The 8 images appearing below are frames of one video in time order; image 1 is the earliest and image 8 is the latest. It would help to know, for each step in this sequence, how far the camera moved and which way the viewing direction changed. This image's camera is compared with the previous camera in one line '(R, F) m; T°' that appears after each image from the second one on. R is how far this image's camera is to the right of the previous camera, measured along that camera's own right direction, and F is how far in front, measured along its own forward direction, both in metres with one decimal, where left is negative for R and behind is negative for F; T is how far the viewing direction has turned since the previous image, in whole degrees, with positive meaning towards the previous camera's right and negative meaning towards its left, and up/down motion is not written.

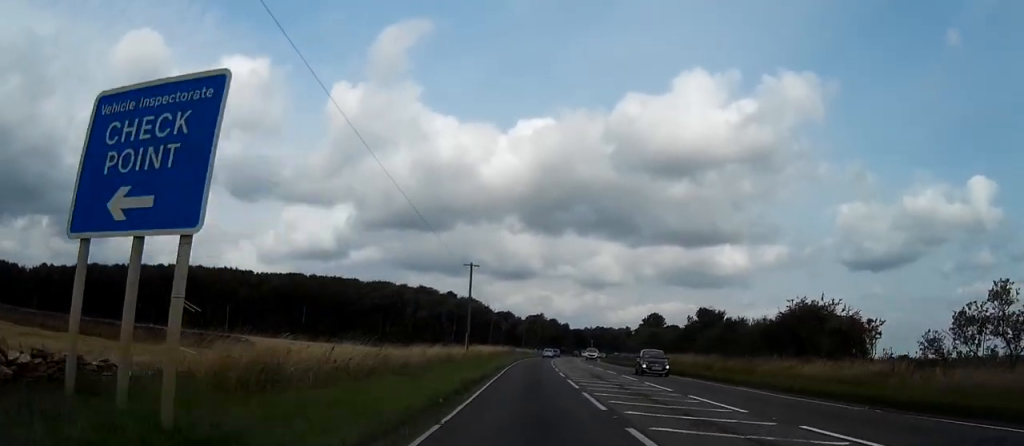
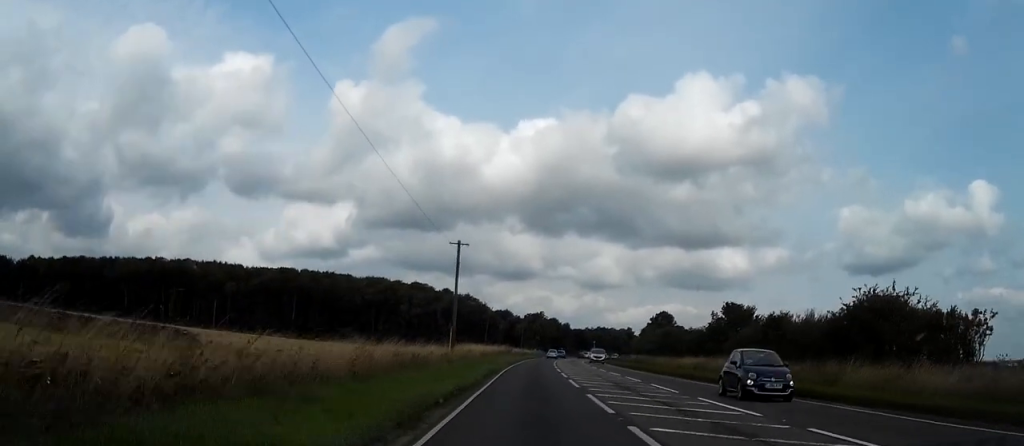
(-0.1, +9.4) m; 0°
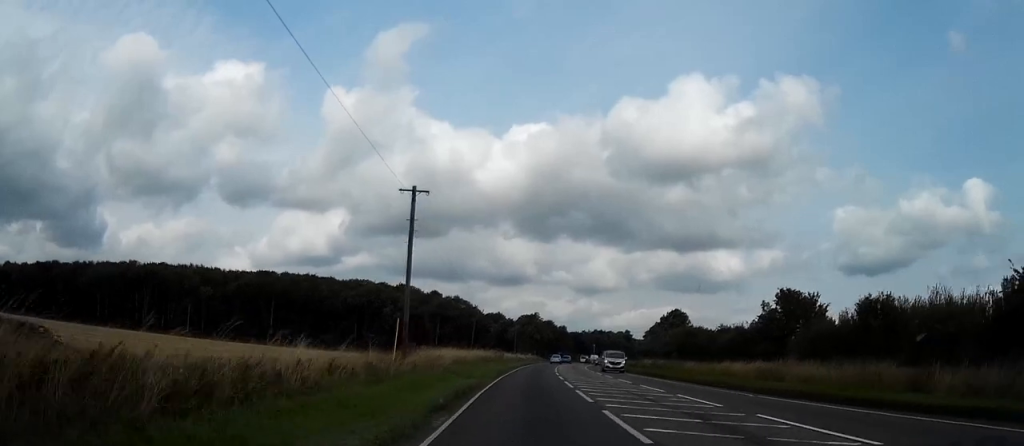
(+0.5, +14.4) m; +2°
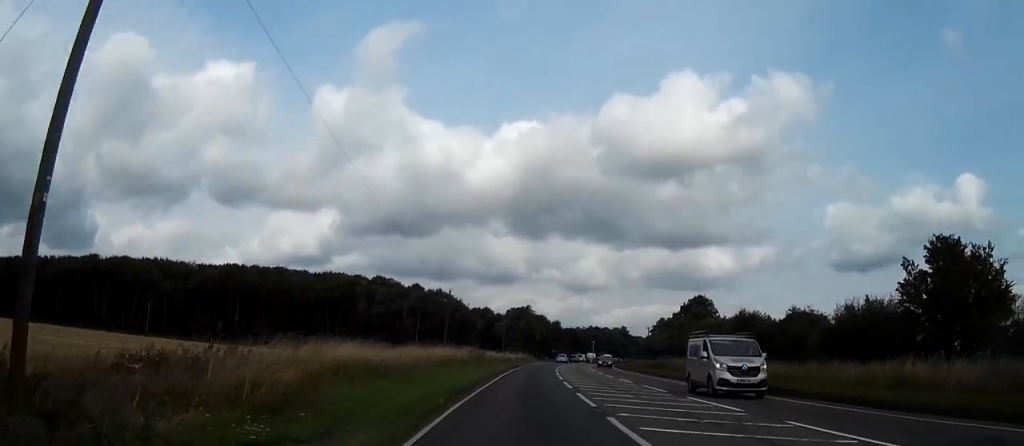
(0.0, +19.6) m; 0°
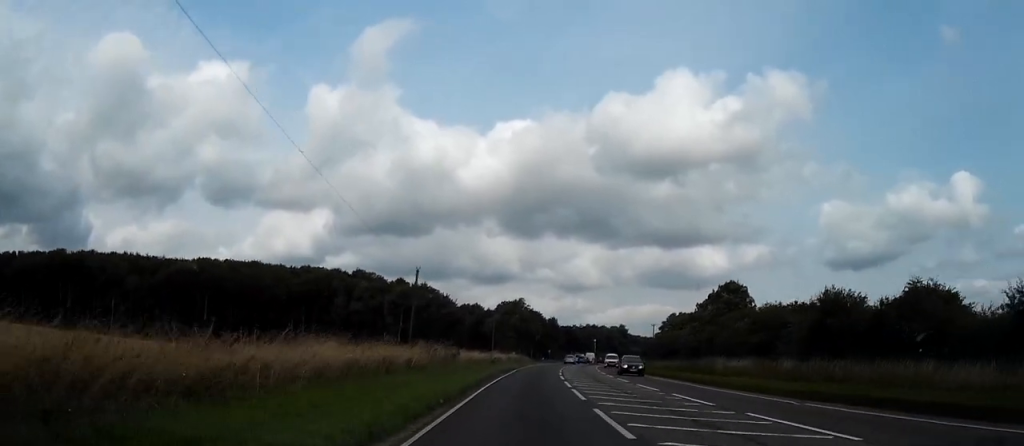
(+0.1, +16.0) m; 0°
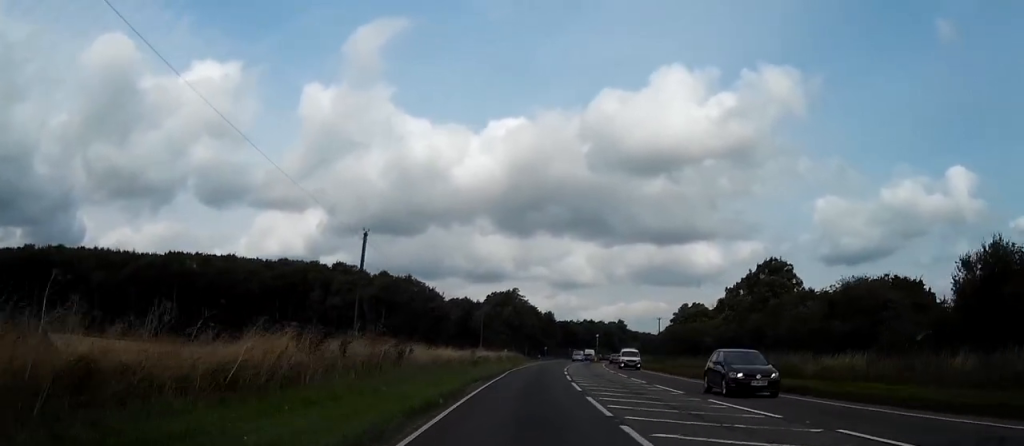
(0.0, +14.2) m; 0°
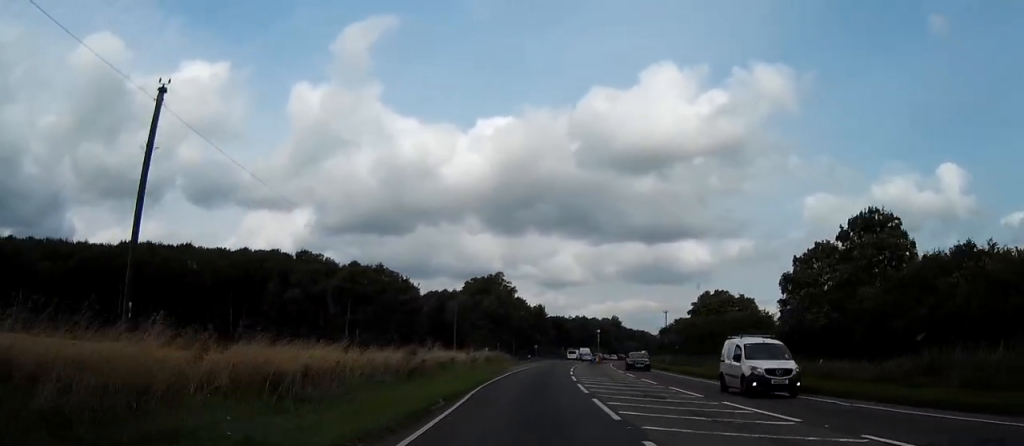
(0.0, +19.5) m; 0°
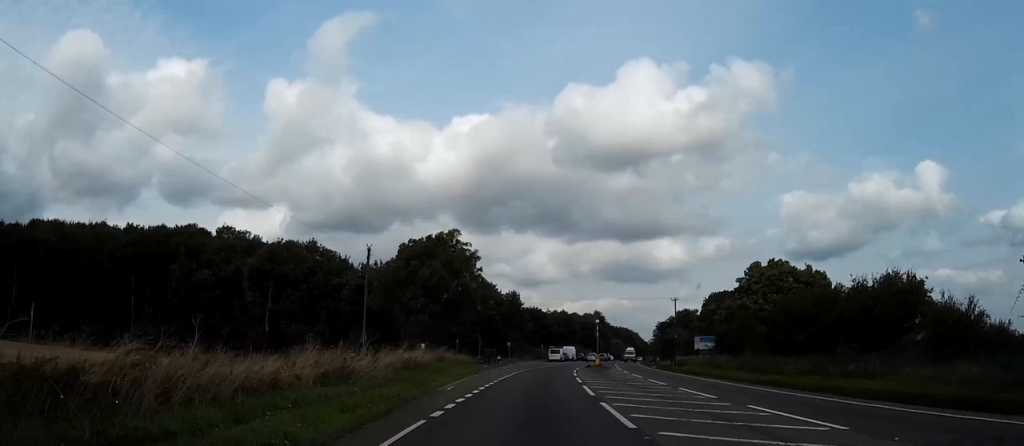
(+0.2, +29.3) m; +2°
